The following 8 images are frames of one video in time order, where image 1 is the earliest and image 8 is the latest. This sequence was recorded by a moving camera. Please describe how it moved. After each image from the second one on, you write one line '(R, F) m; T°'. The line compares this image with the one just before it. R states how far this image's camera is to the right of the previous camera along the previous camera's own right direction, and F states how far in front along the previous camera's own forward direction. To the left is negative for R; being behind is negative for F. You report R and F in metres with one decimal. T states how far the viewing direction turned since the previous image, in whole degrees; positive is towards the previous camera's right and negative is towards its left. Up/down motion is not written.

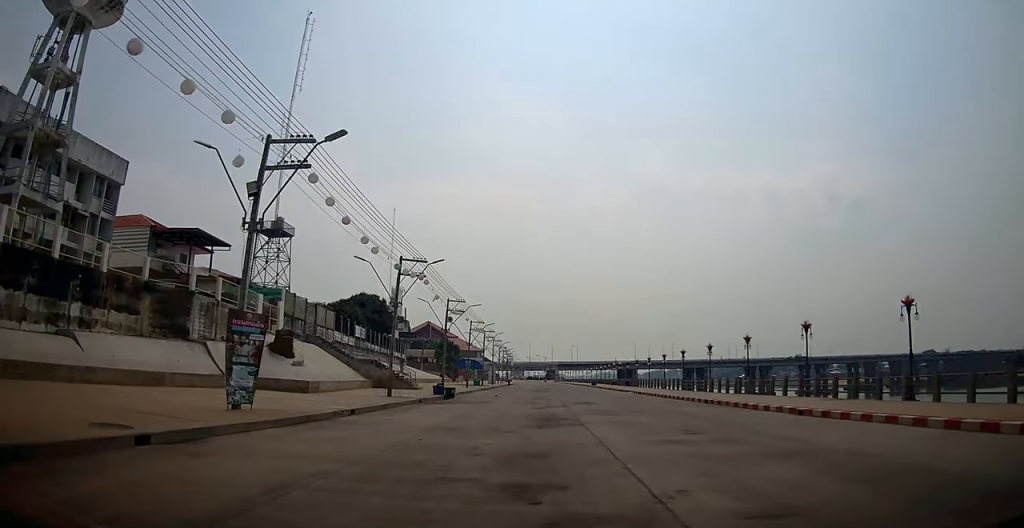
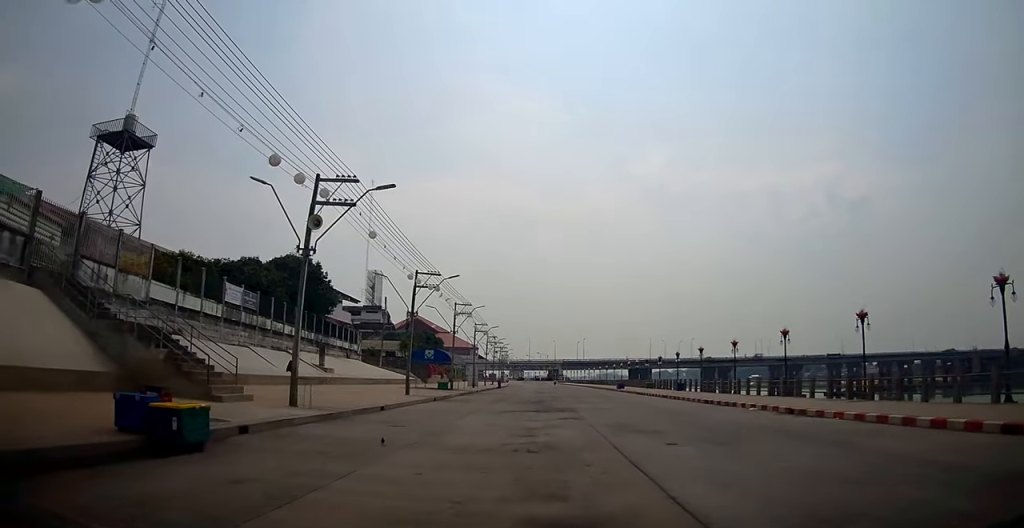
(-0.7, +28.1) m; -3°
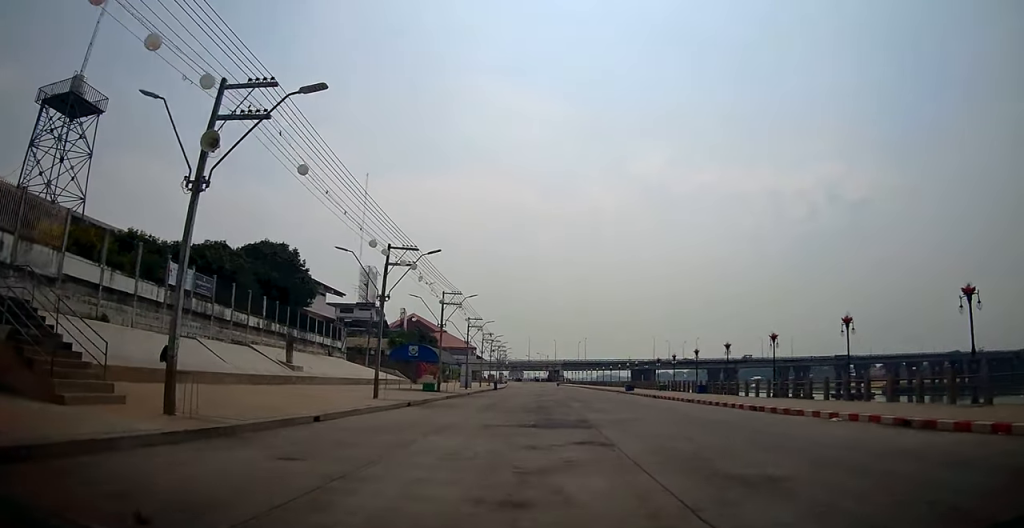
(0.0, +6.4) m; -1°
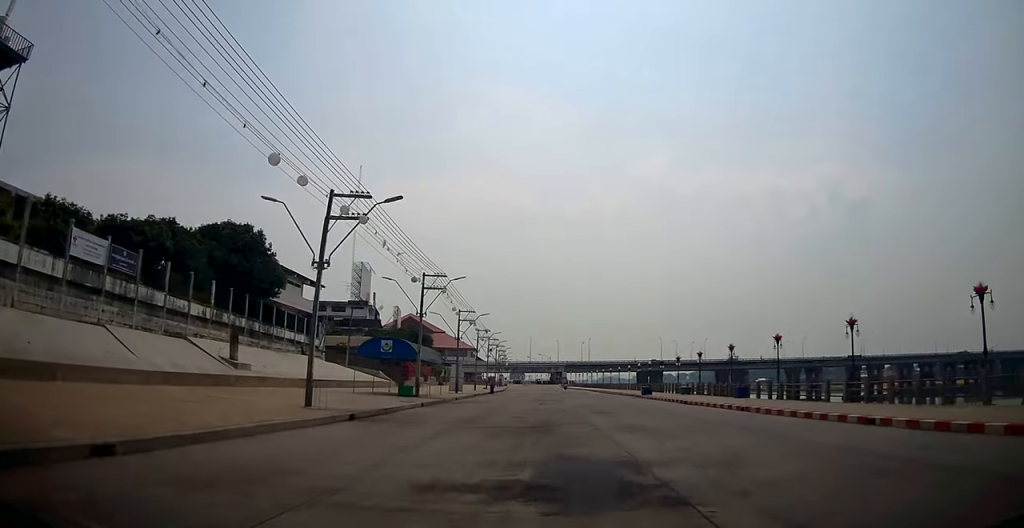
(0.0, +8.3) m; 0°
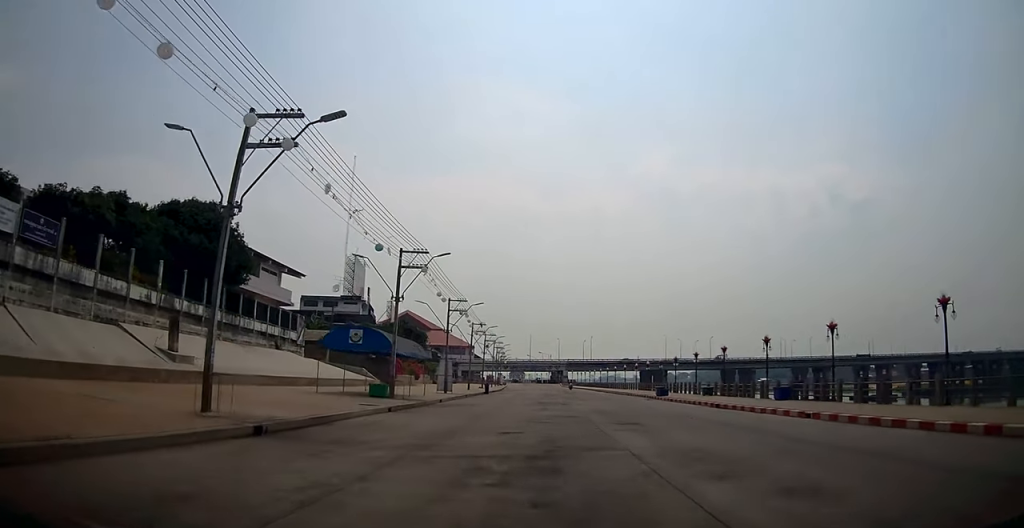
(-0.1, +6.1) m; +1°
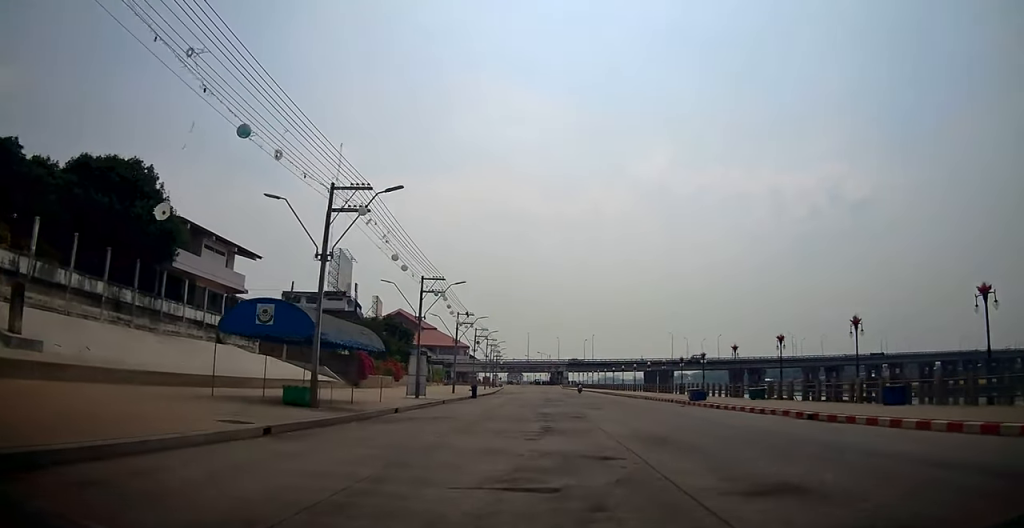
(+0.2, +9.8) m; +1°
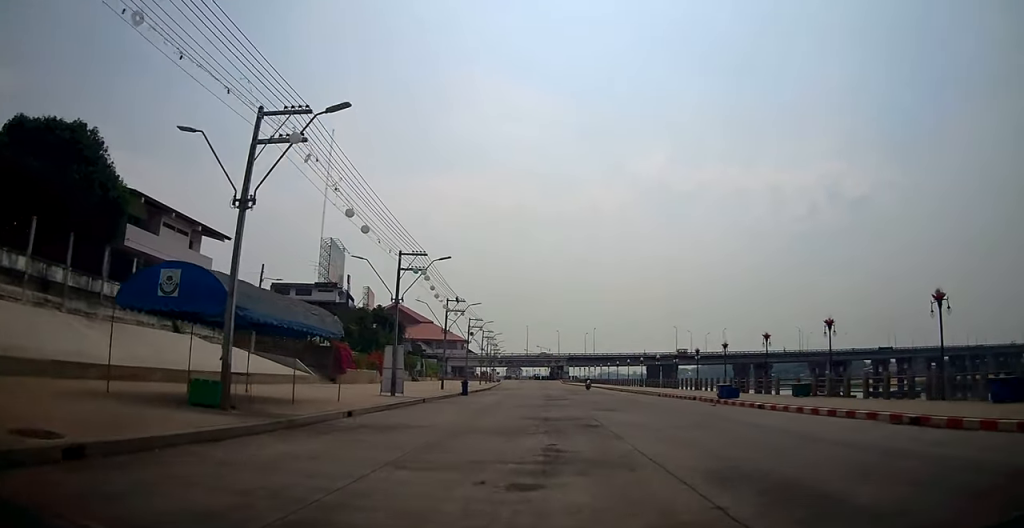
(+0.1, +5.5) m; 0°
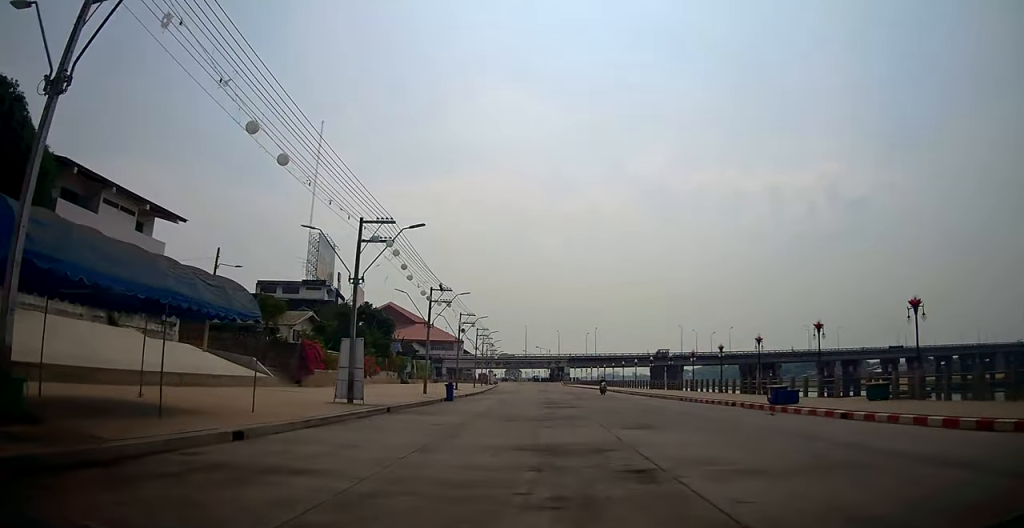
(-0.2, +6.5) m; 0°
